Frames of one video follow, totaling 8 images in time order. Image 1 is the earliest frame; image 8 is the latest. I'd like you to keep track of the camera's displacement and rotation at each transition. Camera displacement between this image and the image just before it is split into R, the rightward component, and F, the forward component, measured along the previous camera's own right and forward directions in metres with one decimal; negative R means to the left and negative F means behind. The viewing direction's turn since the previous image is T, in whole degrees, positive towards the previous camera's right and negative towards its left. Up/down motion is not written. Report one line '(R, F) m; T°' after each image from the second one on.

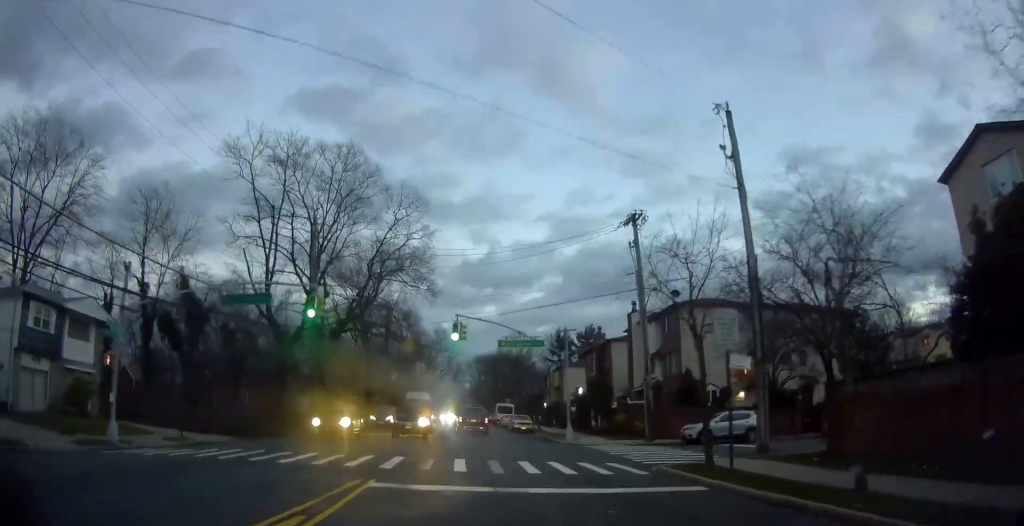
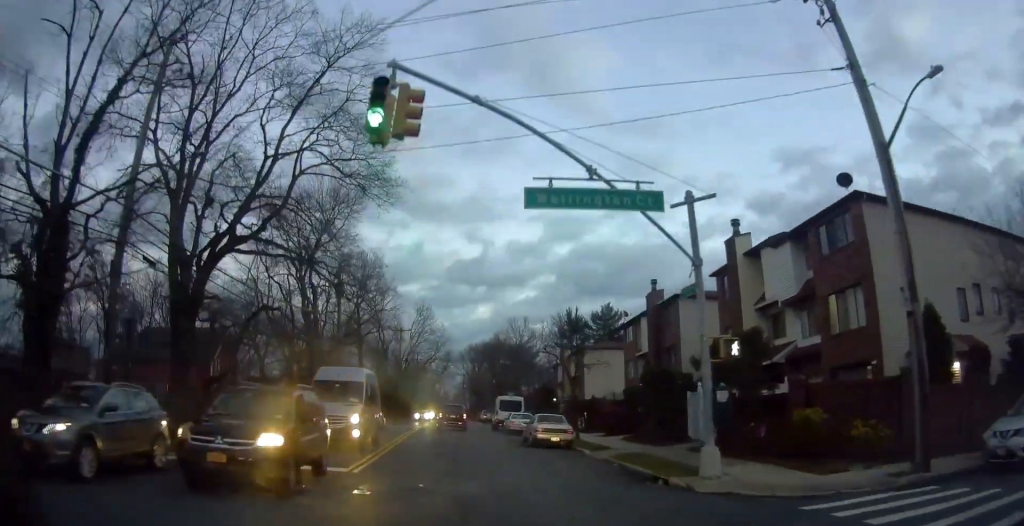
(-0.1, +21.3) m; 0°
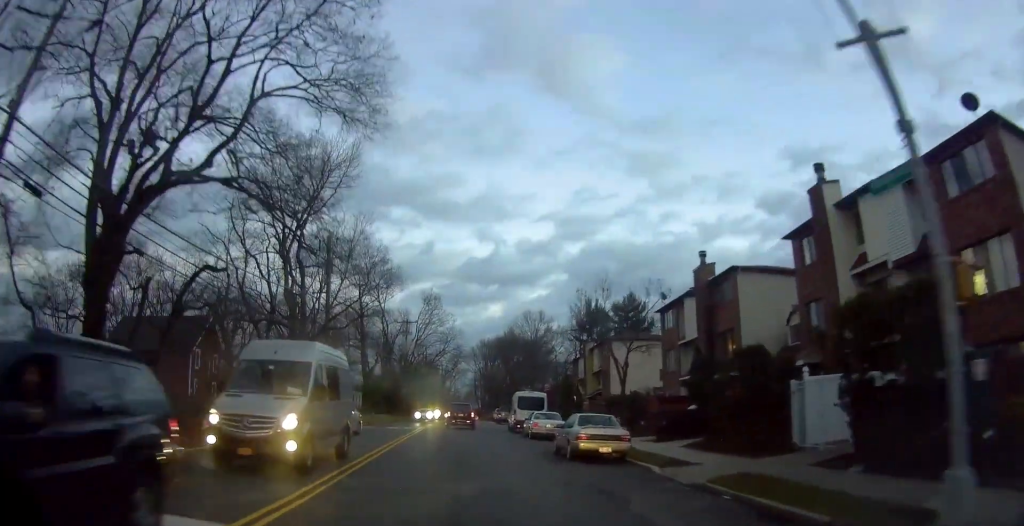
(-0.1, +7.0) m; -2°
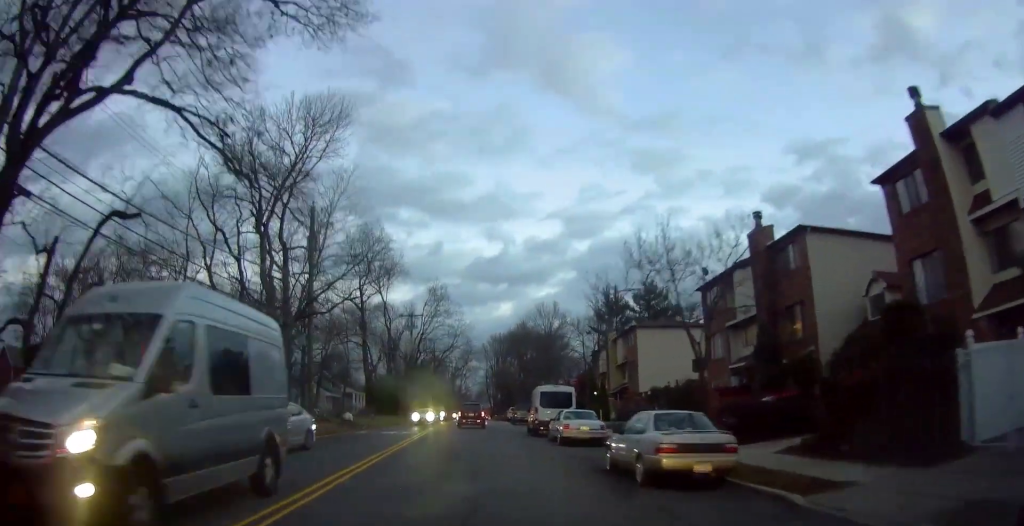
(-0.1, +6.0) m; -2°
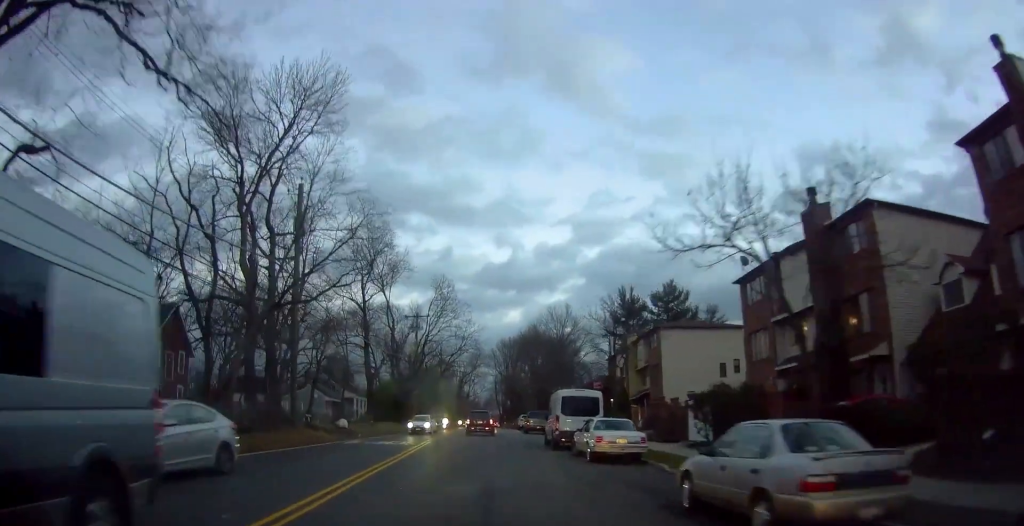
(-0.1, +4.2) m; -1°
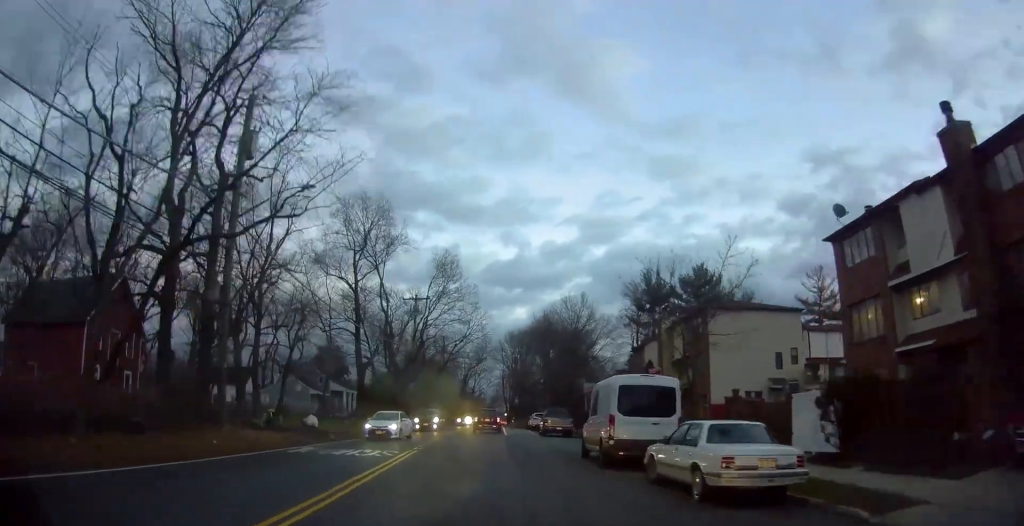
(-0.1, +9.3) m; 0°
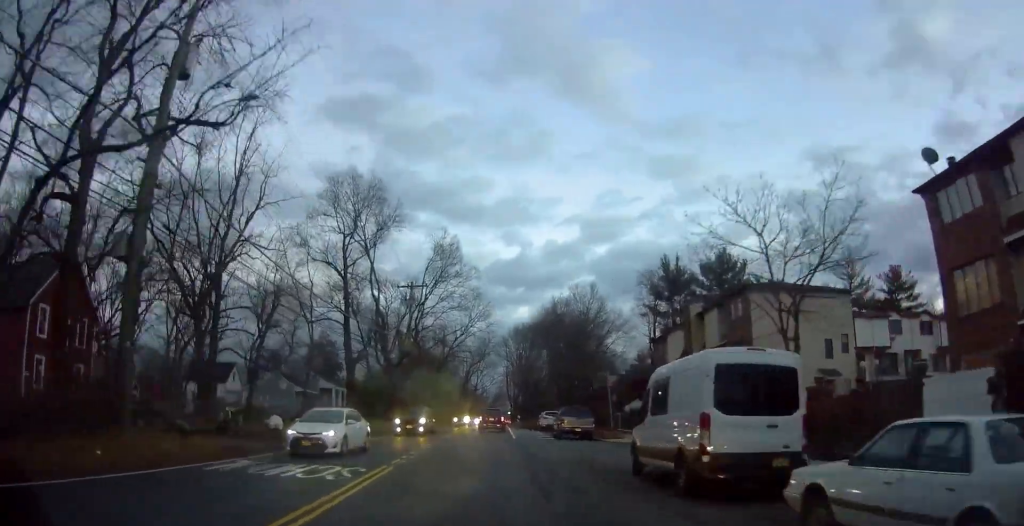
(-0.1, +6.1) m; +1°
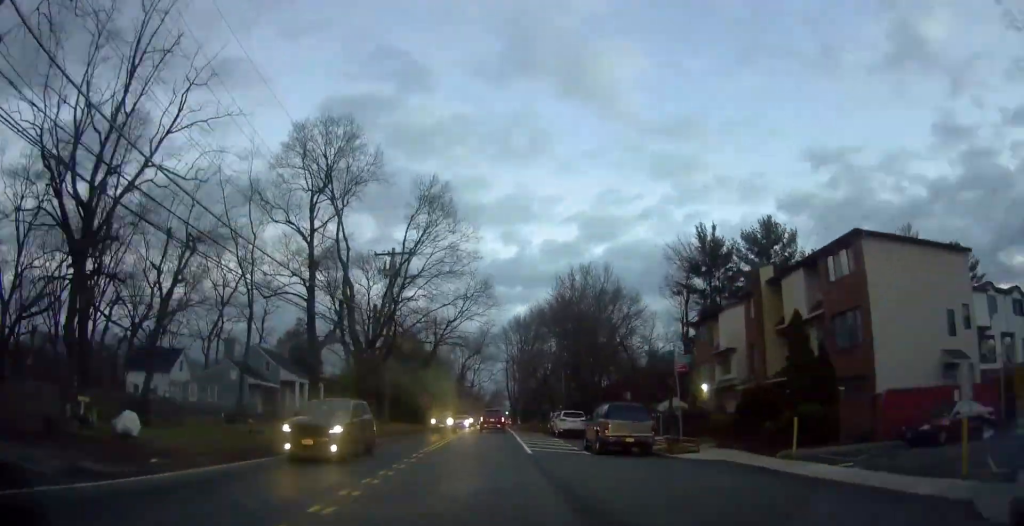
(+0.4, +11.6) m; +2°
